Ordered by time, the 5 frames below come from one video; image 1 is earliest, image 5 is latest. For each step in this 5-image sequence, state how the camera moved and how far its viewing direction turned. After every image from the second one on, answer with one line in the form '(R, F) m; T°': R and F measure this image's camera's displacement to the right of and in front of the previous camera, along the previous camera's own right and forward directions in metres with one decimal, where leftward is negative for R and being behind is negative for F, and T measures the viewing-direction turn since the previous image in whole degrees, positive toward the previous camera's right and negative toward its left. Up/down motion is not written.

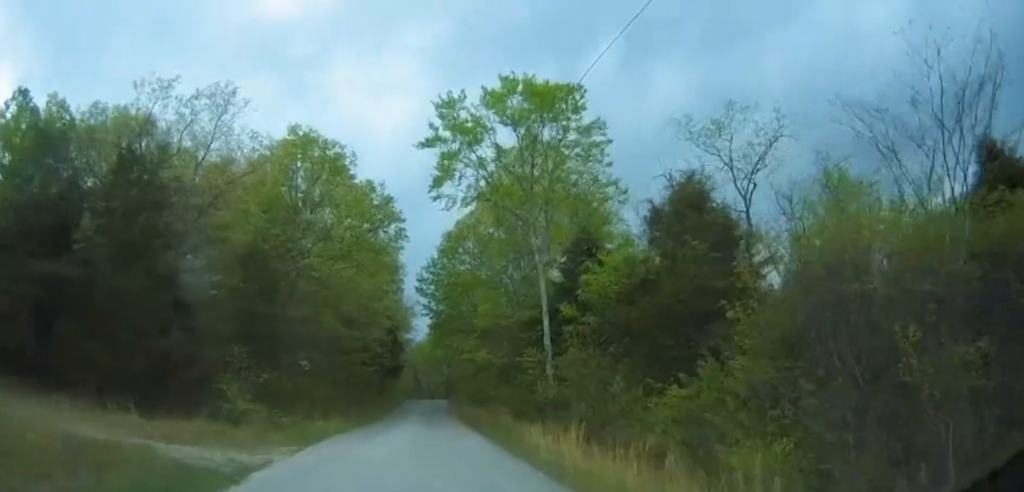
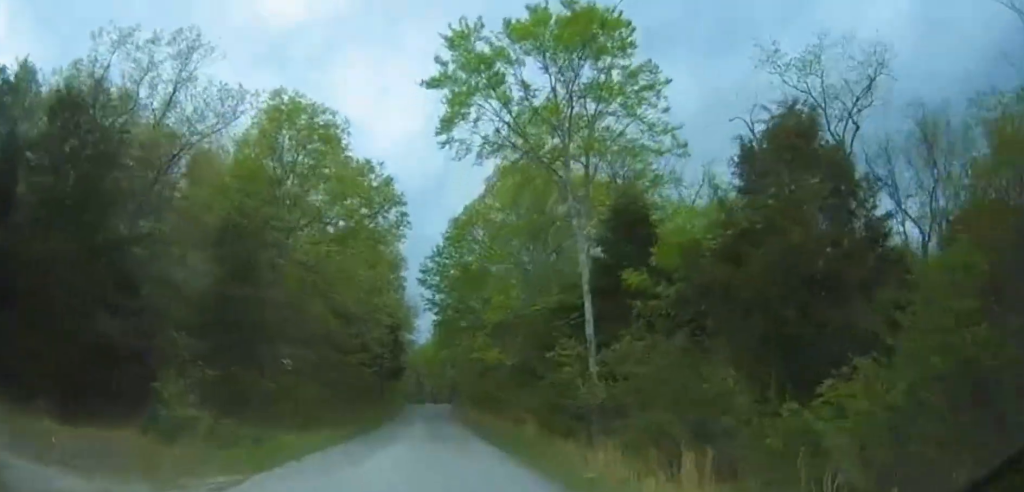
(0.0, +6.0) m; 0°
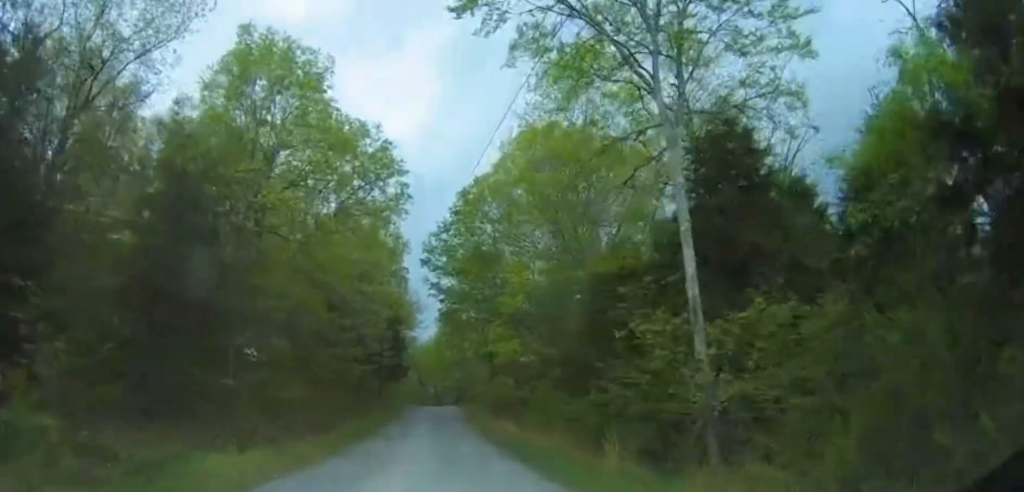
(0.0, +7.3) m; 0°
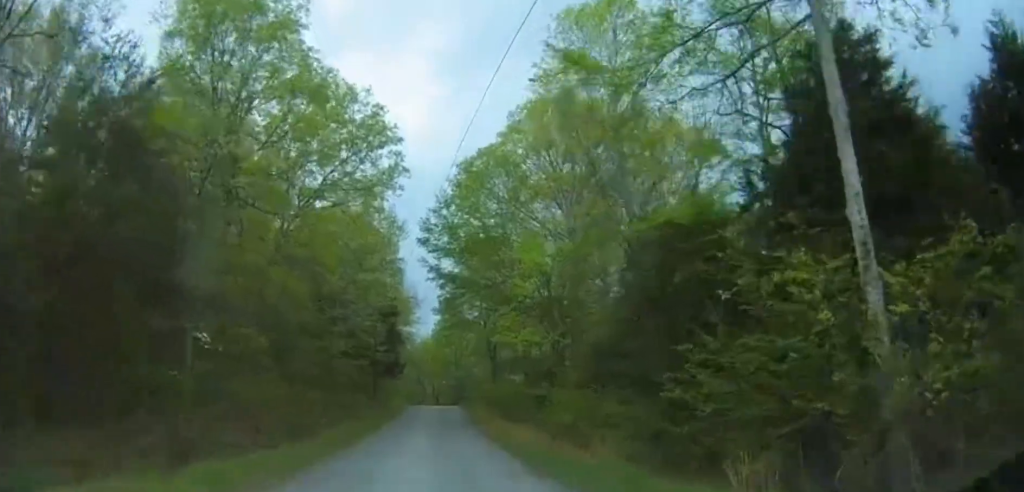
(0.0, +5.1) m; 0°
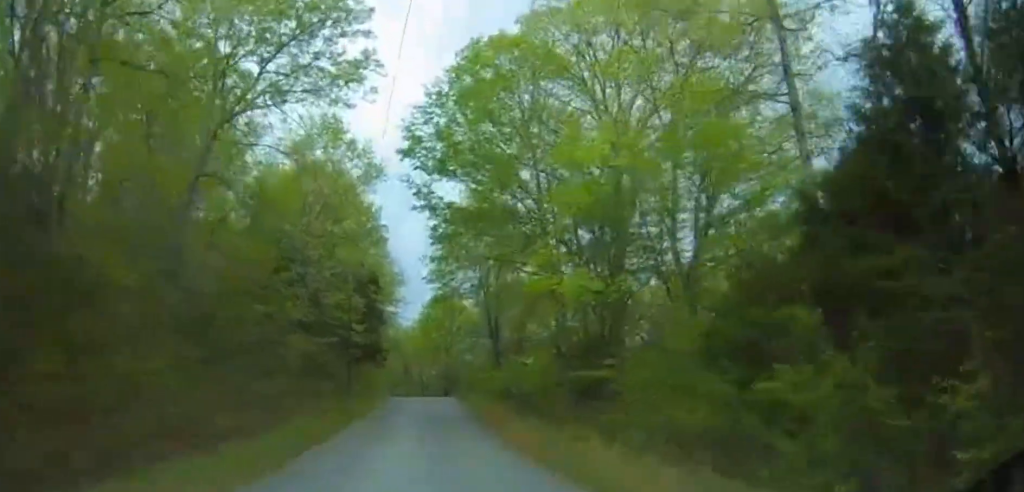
(0.0, +11.6) m; 0°
